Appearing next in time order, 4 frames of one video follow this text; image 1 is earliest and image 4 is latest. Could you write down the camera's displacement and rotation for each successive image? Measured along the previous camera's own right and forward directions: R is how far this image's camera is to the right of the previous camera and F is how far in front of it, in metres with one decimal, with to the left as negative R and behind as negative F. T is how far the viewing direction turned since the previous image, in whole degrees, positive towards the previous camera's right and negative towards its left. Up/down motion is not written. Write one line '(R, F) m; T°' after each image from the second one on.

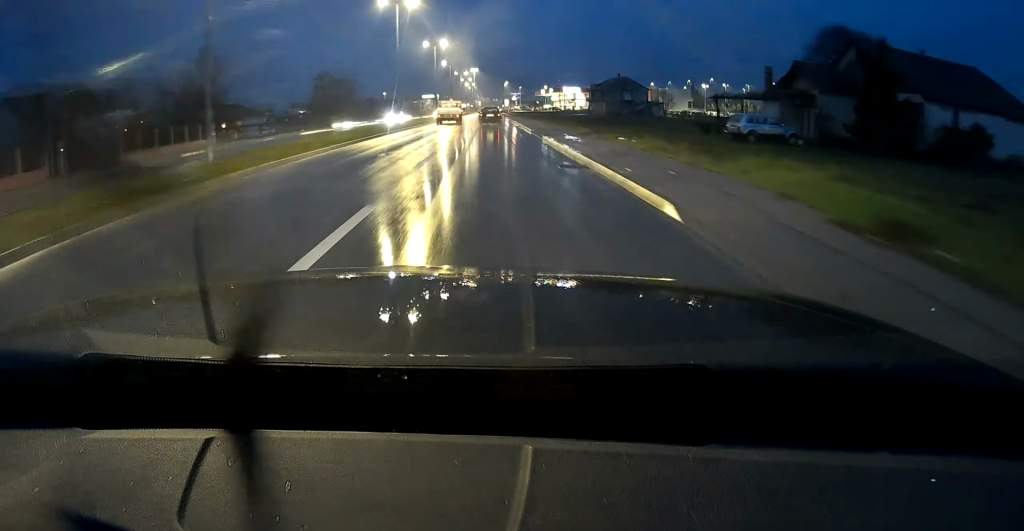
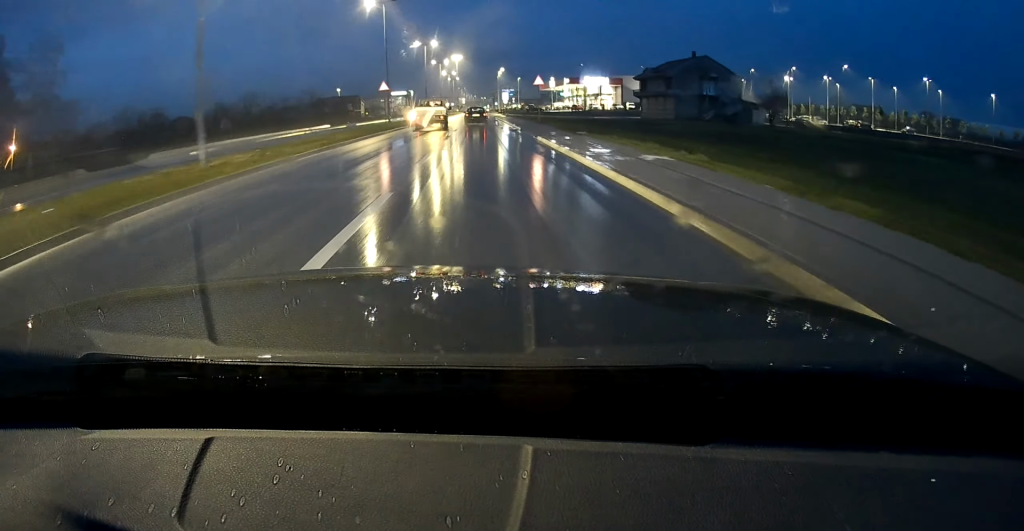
(+0.5, +70.1) m; +1°
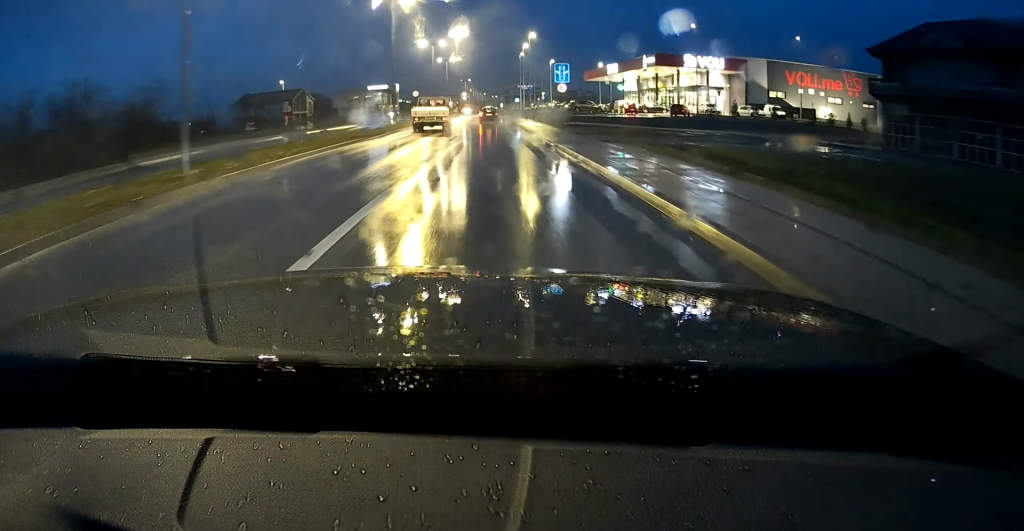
(-0.4, +71.4) m; 0°
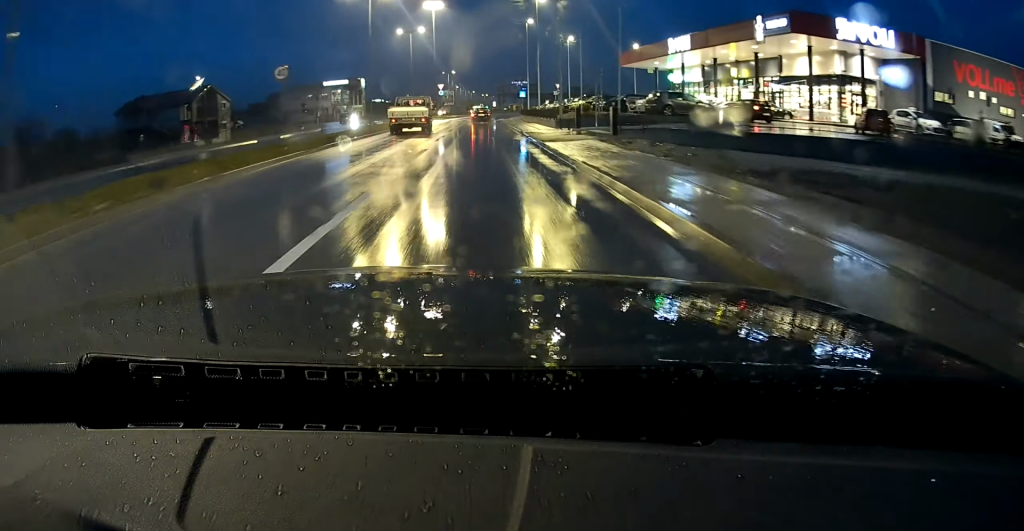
(+0.1, +40.1) m; 0°
